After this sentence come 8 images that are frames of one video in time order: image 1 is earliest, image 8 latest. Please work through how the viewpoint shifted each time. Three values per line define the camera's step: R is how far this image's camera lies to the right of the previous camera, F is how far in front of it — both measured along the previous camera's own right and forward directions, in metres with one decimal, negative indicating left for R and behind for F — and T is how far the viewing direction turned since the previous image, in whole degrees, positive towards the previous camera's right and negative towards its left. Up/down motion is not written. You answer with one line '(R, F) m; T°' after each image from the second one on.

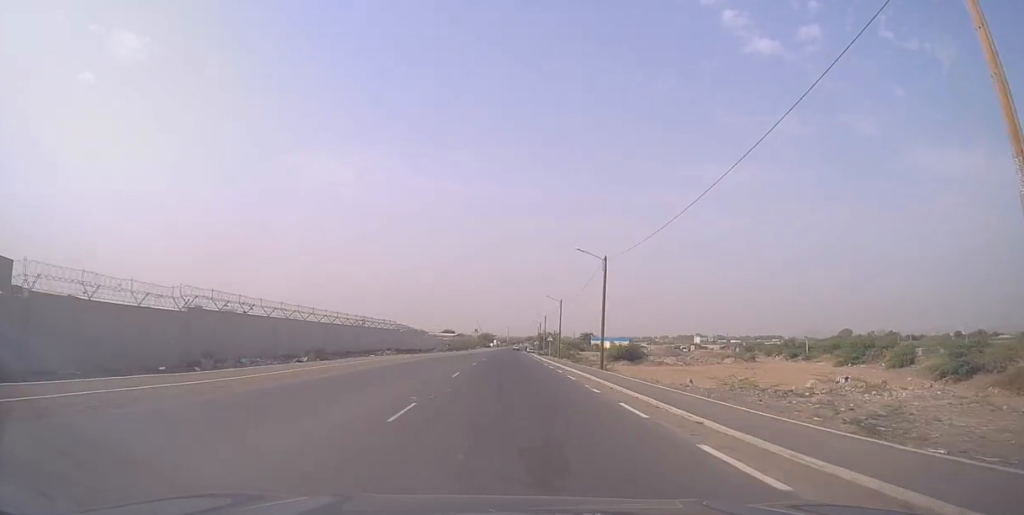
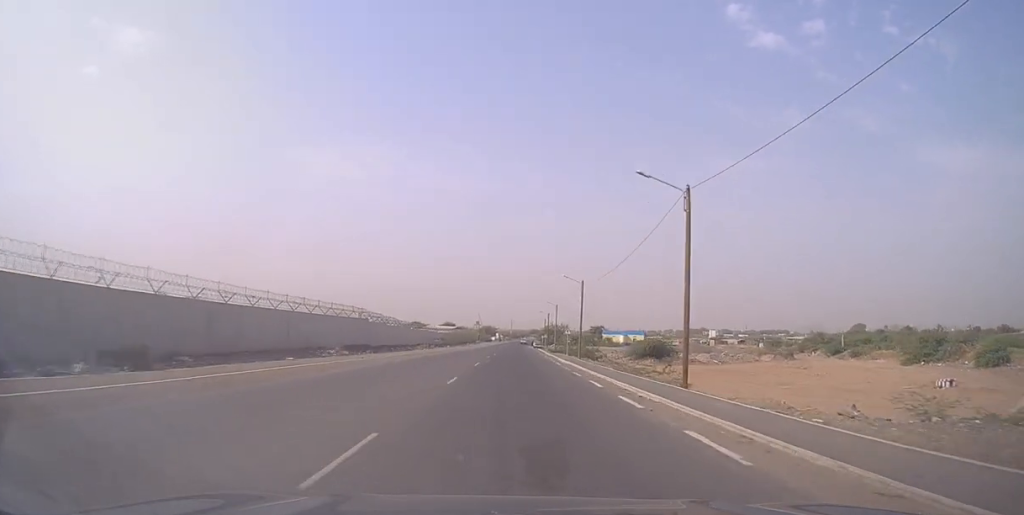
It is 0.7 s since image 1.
(-0.2, +19.2) m; 0°
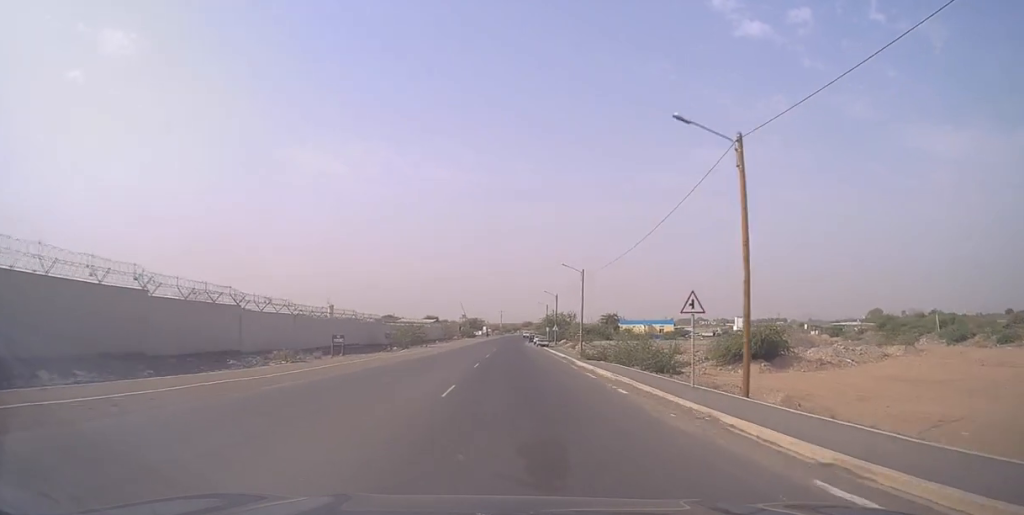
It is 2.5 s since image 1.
(+0.2, +44.8) m; 0°
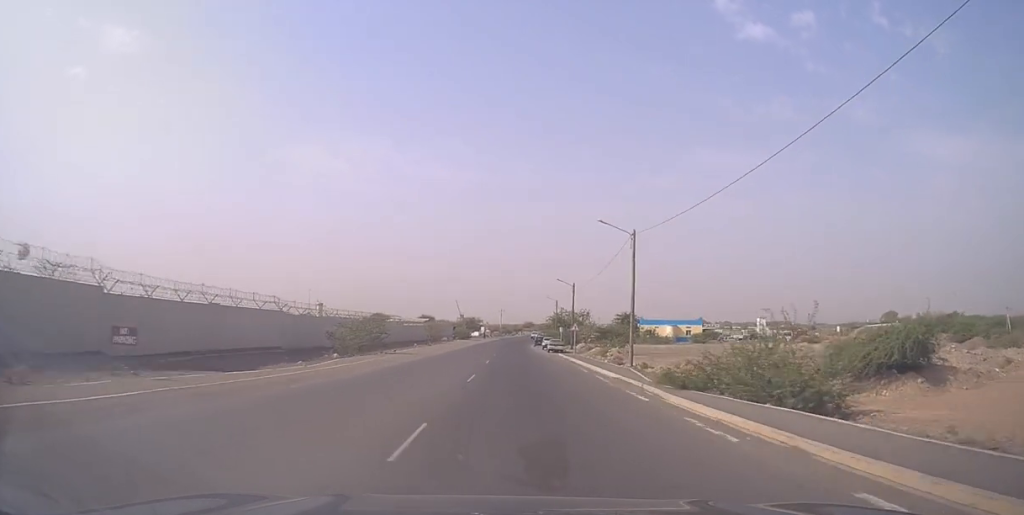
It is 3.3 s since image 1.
(0.0, +21.8) m; 0°
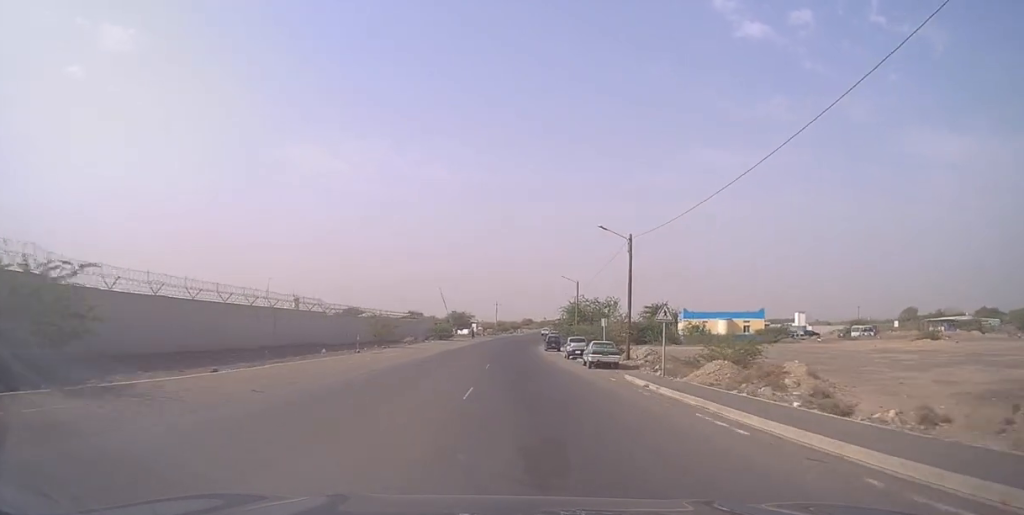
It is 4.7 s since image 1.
(+0.1, +31.8) m; +1°
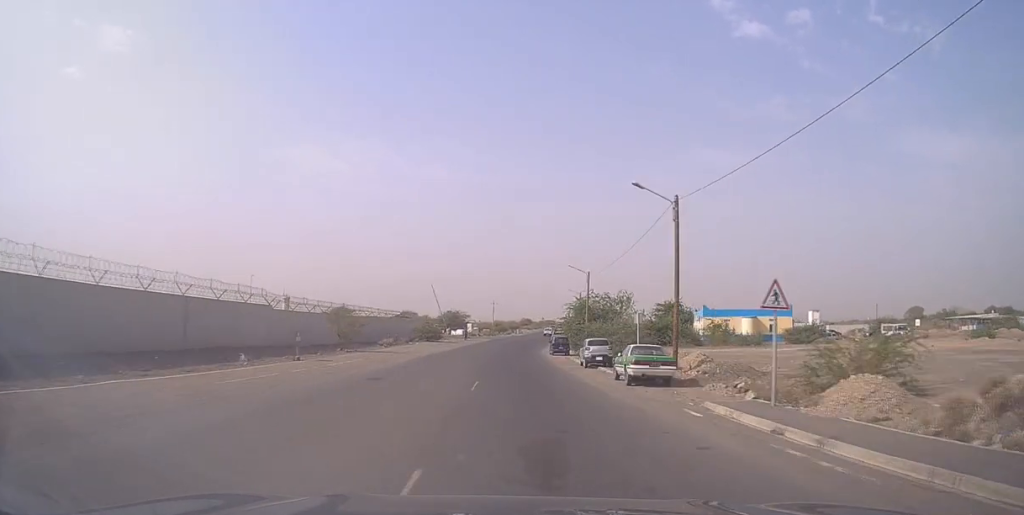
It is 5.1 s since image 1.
(+0.1, +10.0) m; 0°
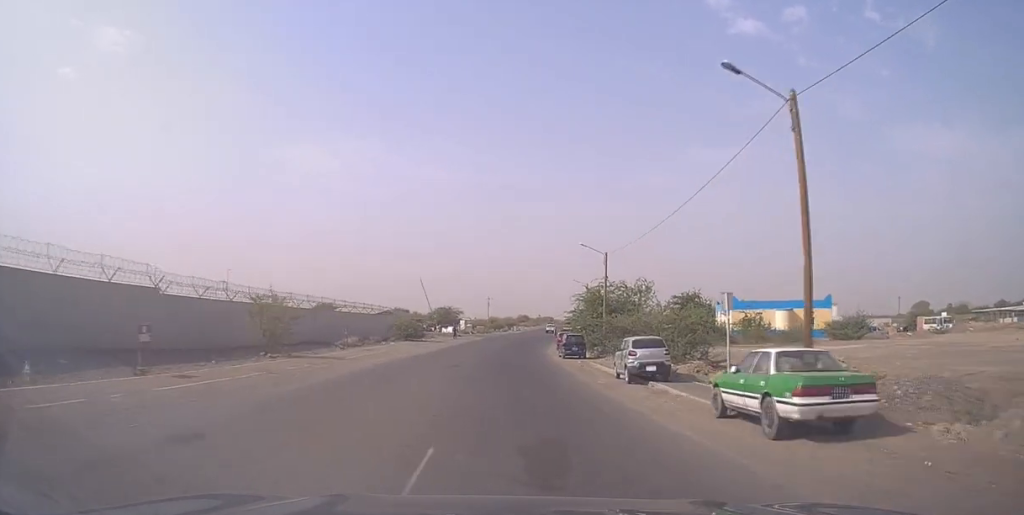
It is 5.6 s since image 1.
(+0.1, +11.4) m; 0°
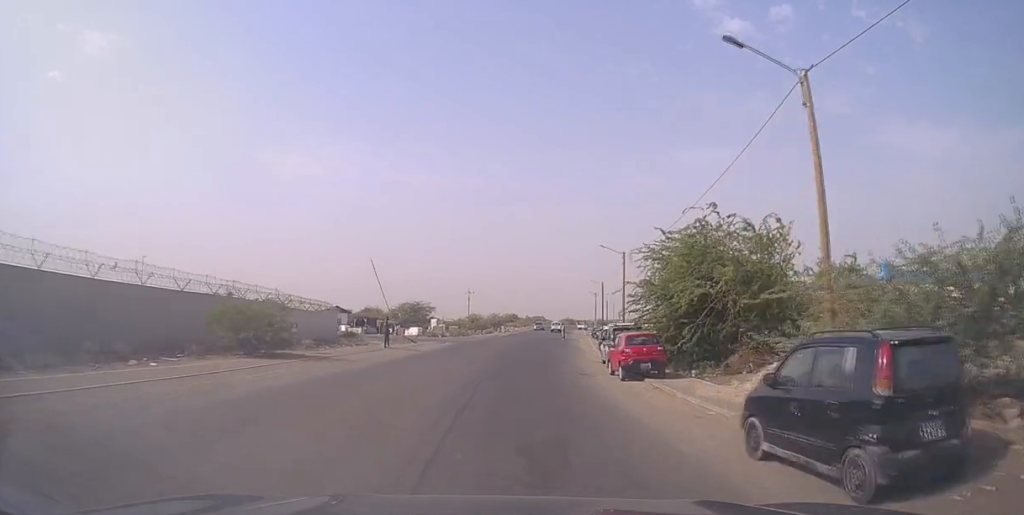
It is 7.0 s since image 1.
(+0.1, +30.6) m; +1°
